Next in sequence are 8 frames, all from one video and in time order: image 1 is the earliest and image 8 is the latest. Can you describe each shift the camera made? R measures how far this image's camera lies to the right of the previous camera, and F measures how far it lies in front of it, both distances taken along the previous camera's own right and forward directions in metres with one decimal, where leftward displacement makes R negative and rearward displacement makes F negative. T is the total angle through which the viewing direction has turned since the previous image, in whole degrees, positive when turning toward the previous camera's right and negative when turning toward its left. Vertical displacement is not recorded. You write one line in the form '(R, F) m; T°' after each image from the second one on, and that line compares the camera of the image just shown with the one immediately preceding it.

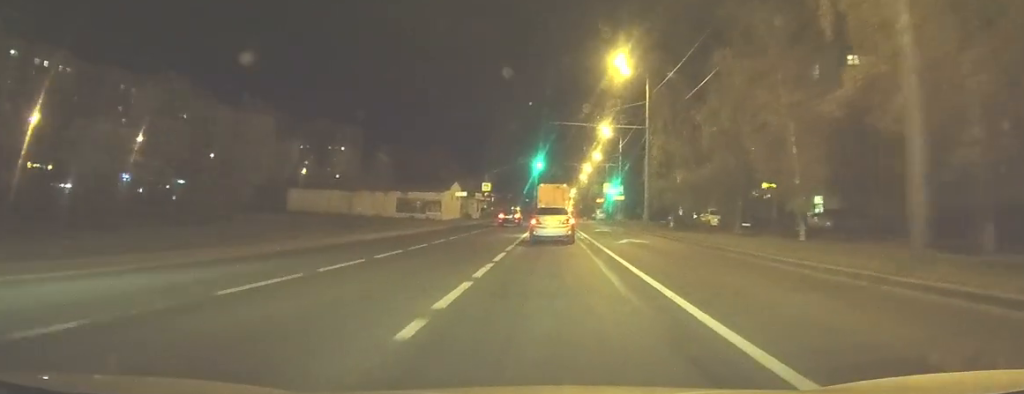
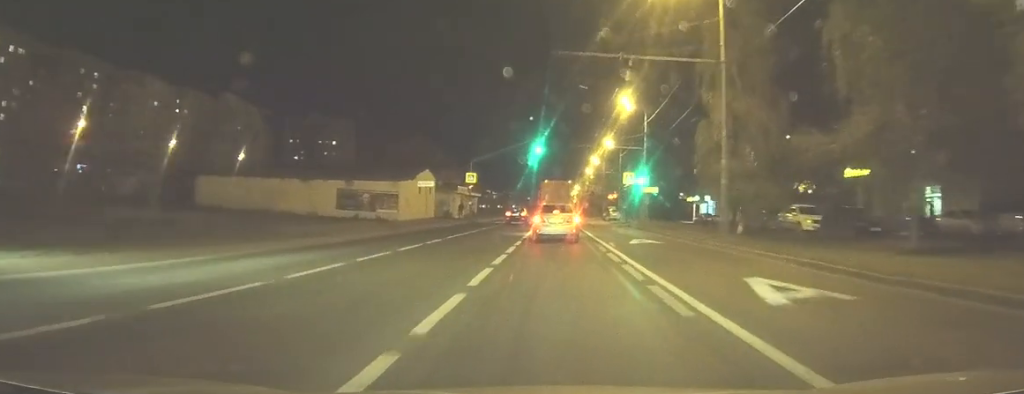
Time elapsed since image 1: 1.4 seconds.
(+0.2, +18.0) m; +1°
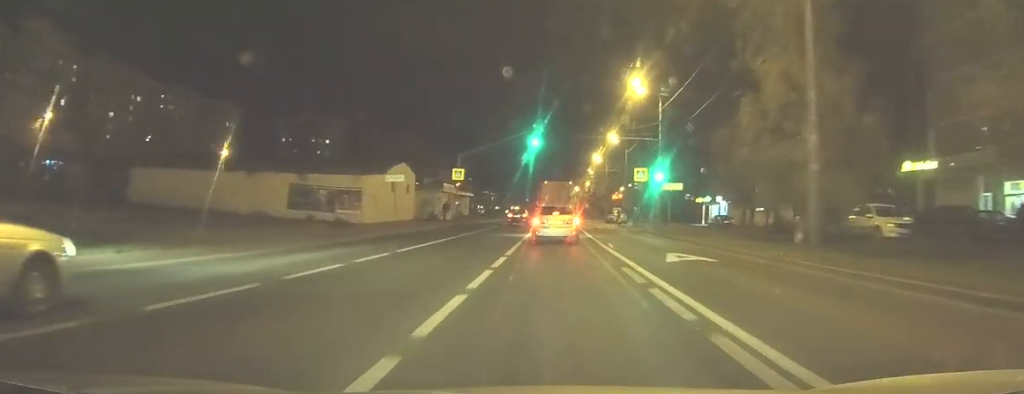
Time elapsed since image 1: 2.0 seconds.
(0.0, +8.3) m; 0°
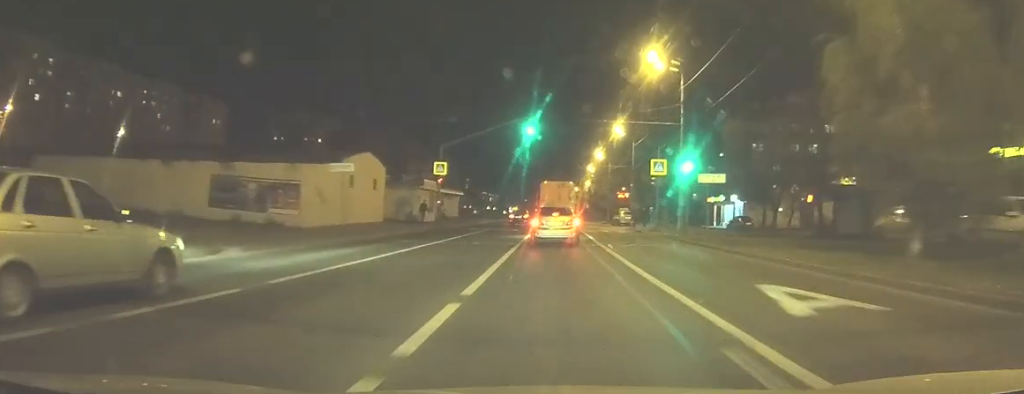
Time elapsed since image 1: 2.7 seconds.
(0.0, +8.7) m; 0°
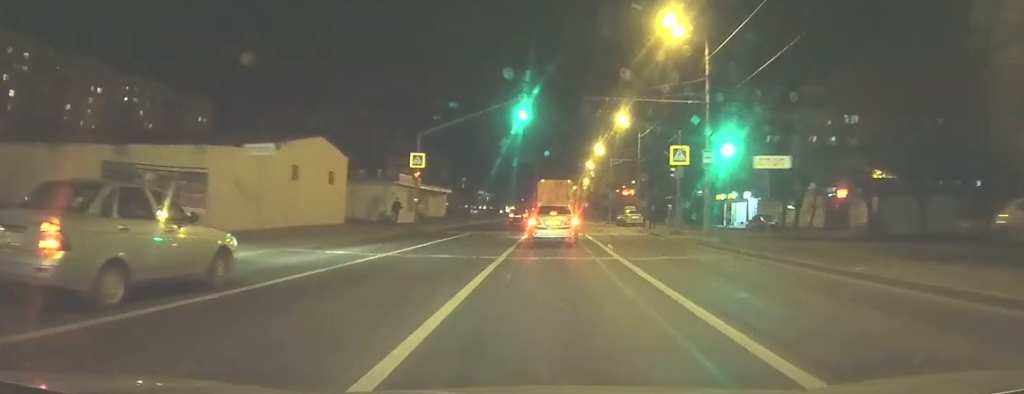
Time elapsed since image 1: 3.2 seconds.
(0.0, +7.4) m; 0°
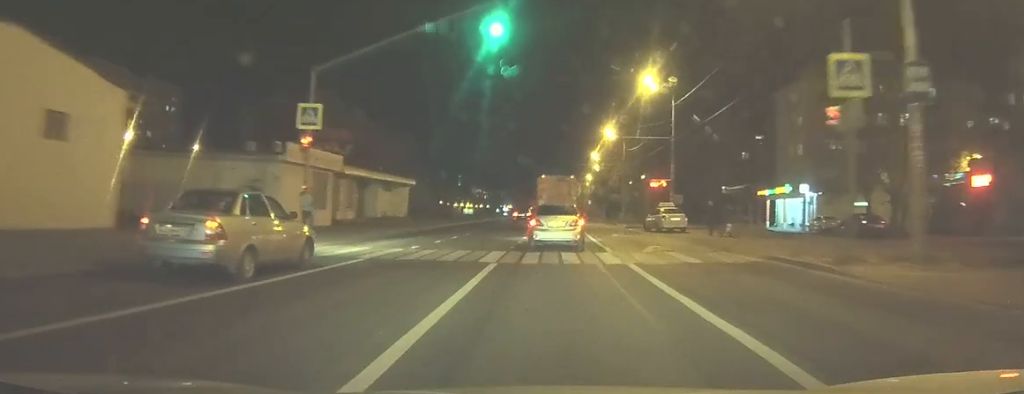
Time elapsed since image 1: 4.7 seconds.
(-0.1, +18.7) m; -1°
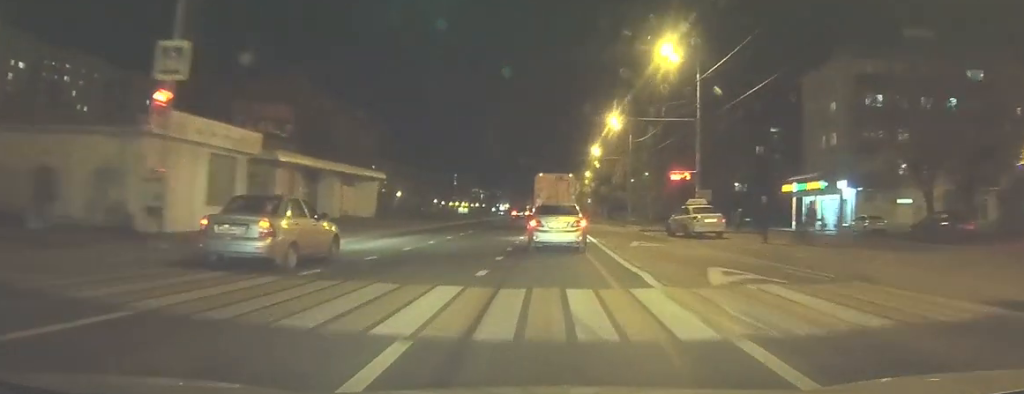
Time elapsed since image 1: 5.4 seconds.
(0.0, +9.1) m; 0°
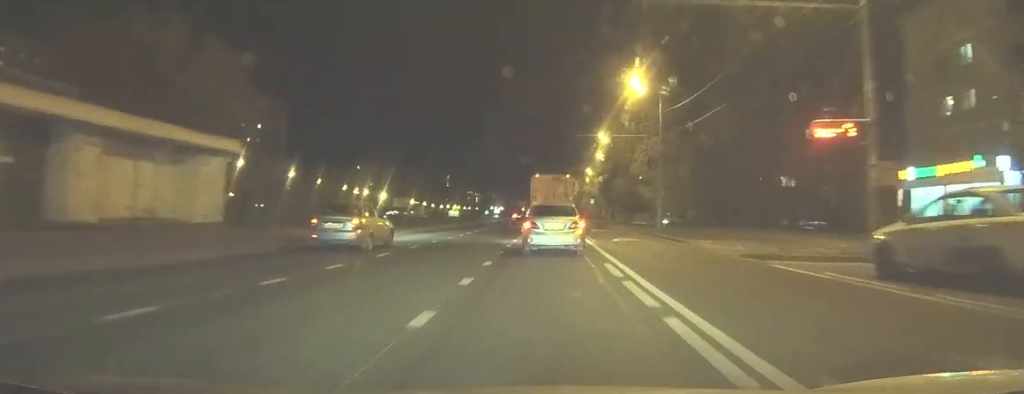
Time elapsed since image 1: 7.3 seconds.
(+0.3, +21.8) m; +2°
